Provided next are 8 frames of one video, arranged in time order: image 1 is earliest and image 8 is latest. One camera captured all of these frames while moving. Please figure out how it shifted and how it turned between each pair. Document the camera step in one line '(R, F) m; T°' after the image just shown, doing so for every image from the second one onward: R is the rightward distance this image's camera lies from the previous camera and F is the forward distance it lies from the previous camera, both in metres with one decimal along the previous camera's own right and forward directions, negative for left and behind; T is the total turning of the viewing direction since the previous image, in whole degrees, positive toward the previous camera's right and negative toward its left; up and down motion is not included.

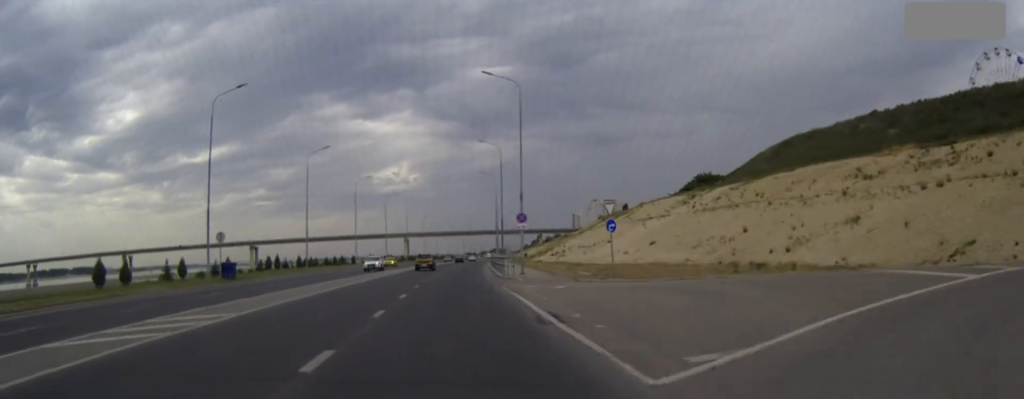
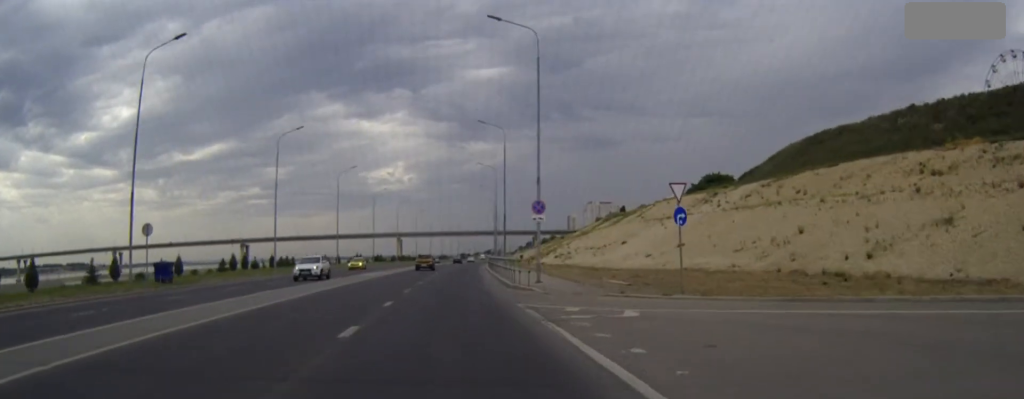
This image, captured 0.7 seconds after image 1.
(0.0, +12.2) m; 0°
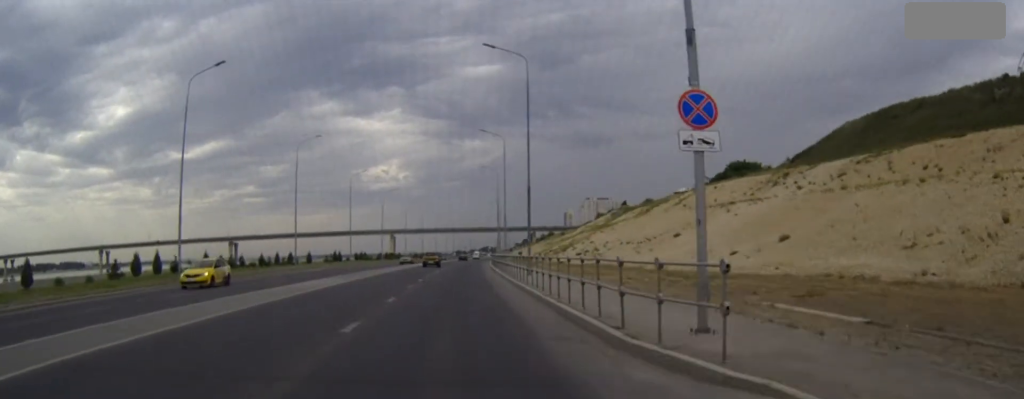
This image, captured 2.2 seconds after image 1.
(+0.2, +23.8) m; +1°
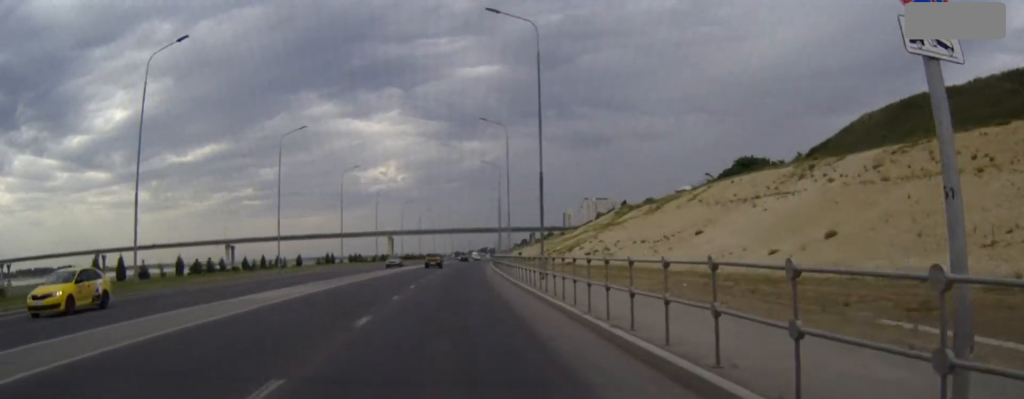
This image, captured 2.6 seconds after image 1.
(0.0, +6.6) m; 0°
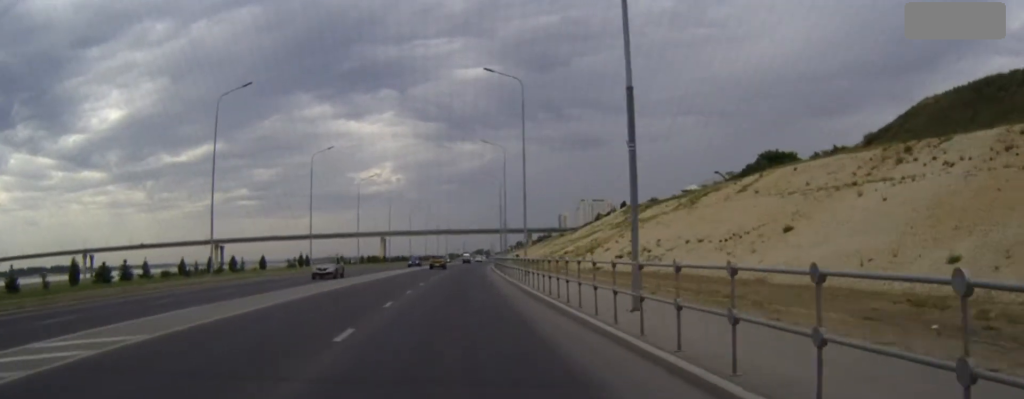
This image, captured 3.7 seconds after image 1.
(0.0, +18.2) m; 0°
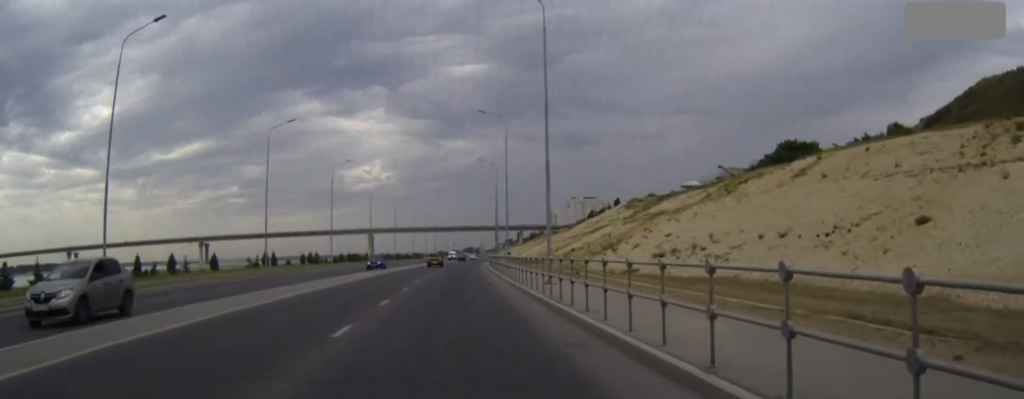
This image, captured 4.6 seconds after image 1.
(+0.1, +15.5) m; +1°
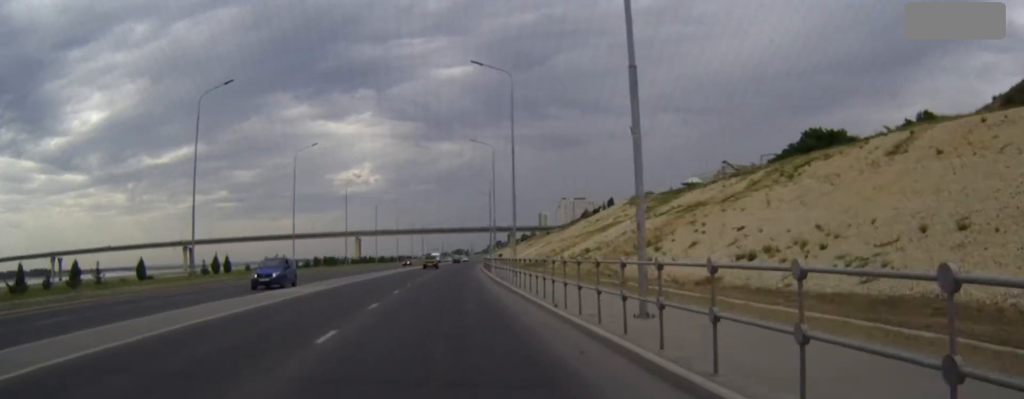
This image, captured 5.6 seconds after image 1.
(+0.1, +16.6) m; +1°
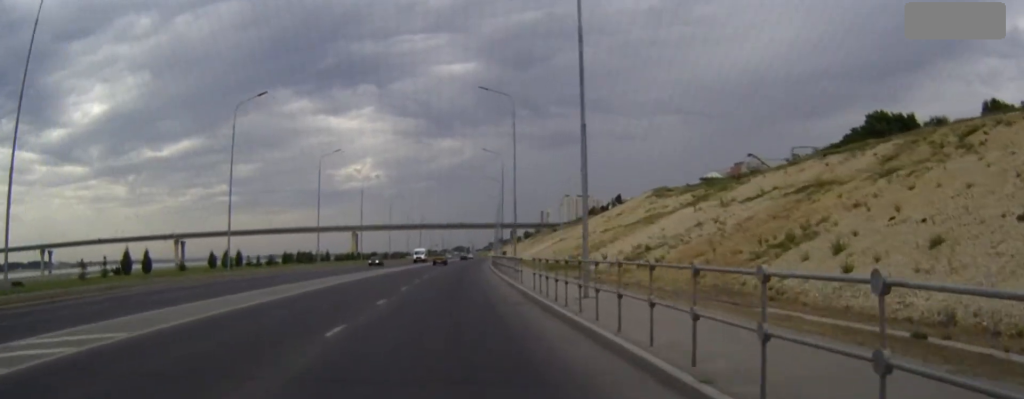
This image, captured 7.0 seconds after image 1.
(+0.1, +23.2) m; 0°
